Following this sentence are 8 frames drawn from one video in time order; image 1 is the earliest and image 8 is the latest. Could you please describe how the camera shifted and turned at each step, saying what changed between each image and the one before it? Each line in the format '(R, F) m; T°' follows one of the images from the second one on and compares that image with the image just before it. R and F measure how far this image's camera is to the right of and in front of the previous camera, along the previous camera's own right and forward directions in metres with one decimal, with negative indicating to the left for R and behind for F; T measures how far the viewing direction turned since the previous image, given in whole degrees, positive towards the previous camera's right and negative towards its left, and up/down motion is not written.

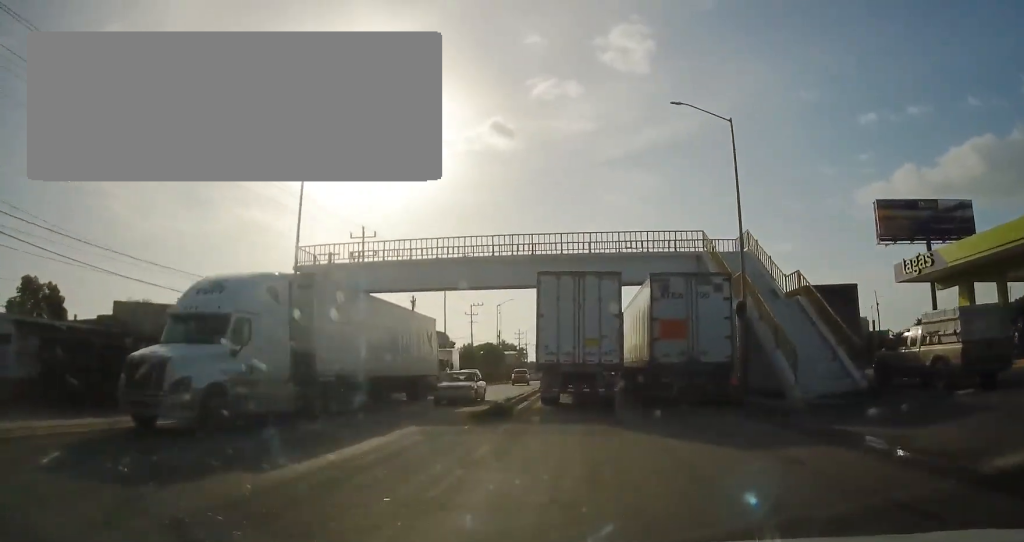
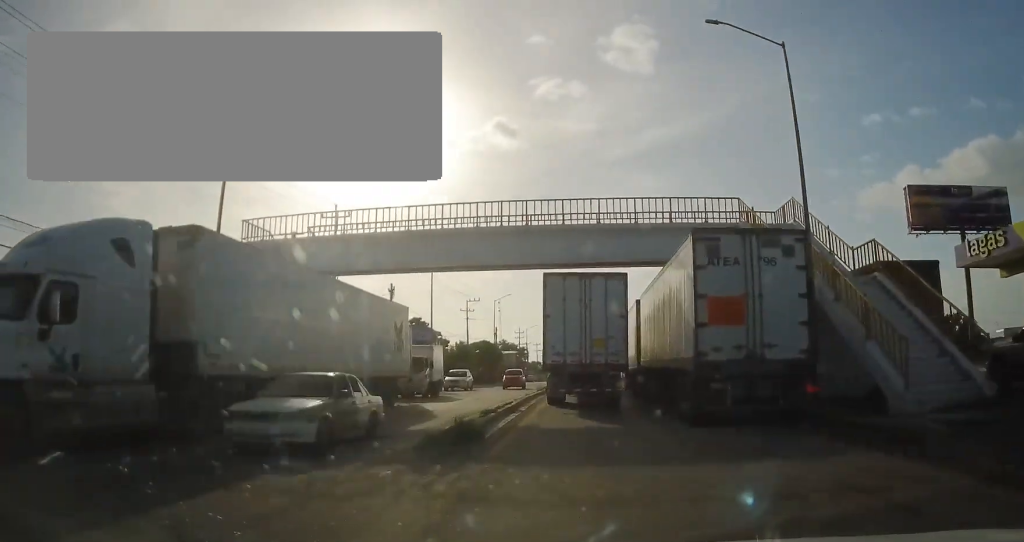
(+0.1, +6.4) m; -1°
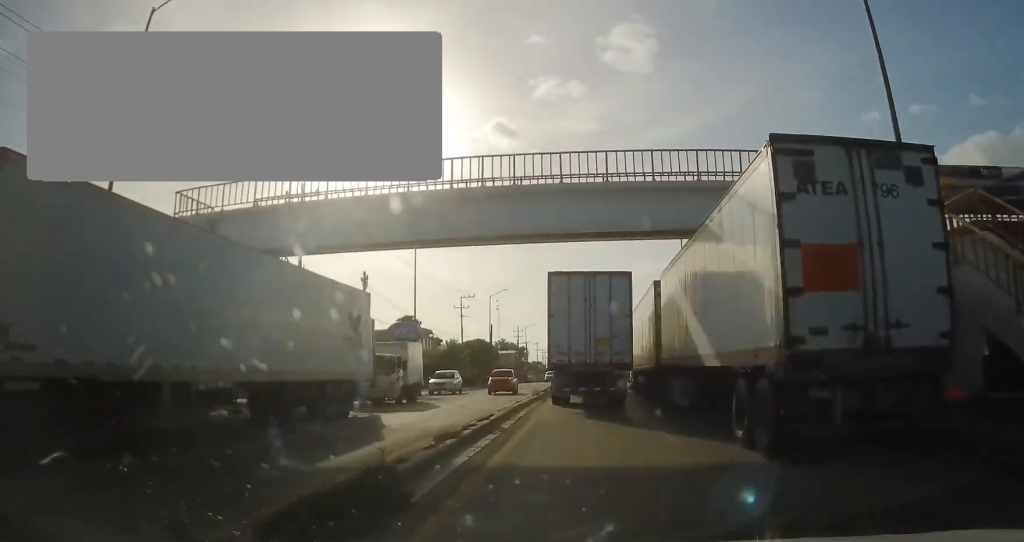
(-0.2, +5.5) m; +1°
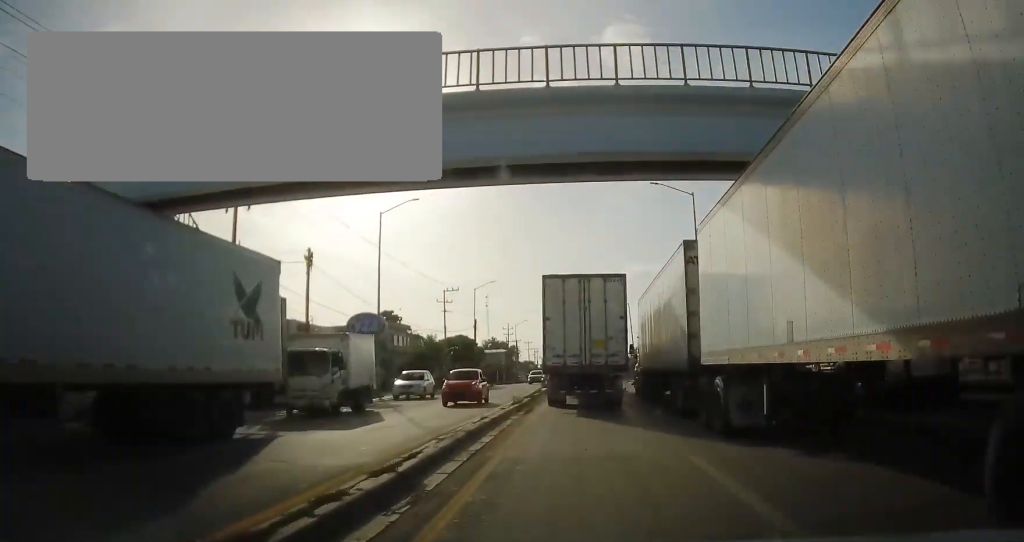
(0.0, +6.9) m; +2°
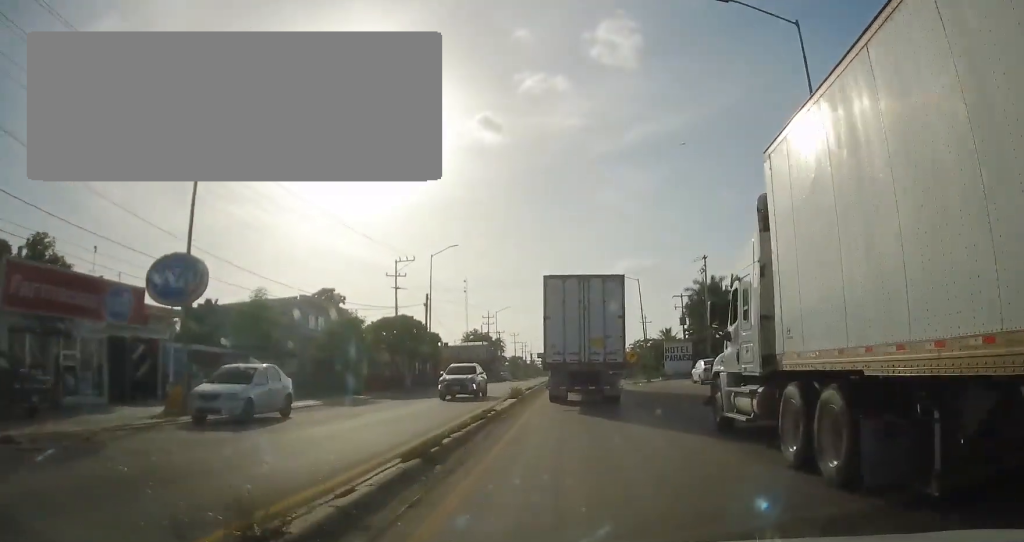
(+0.9, +19.0) m; 0°
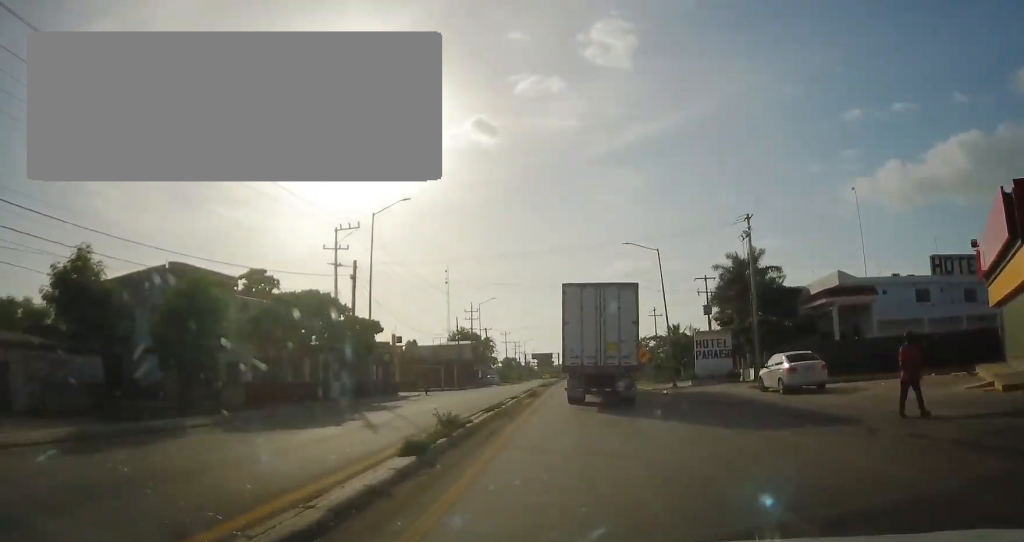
(-0.5, +15.1) m; -2°
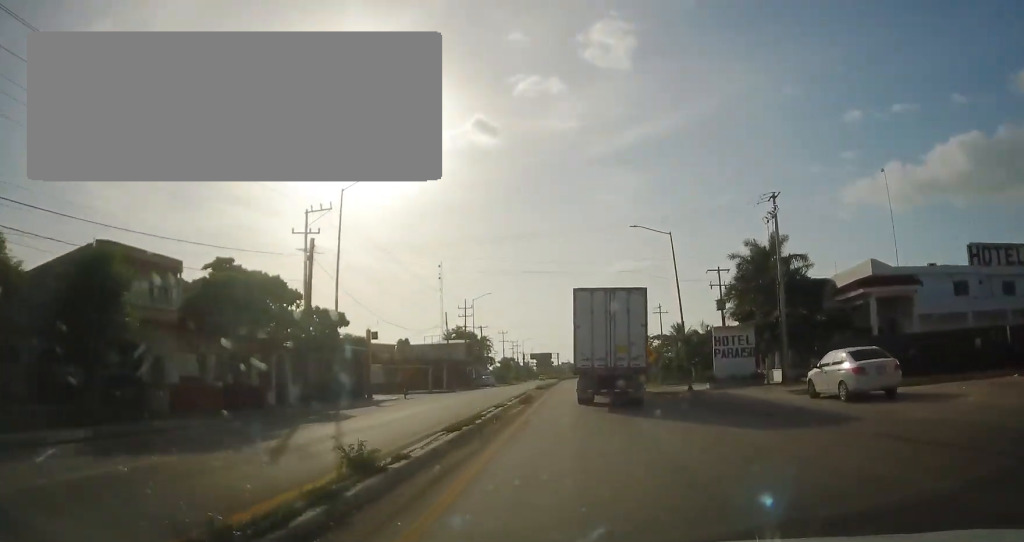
(0.0, +5.6) m; +1°
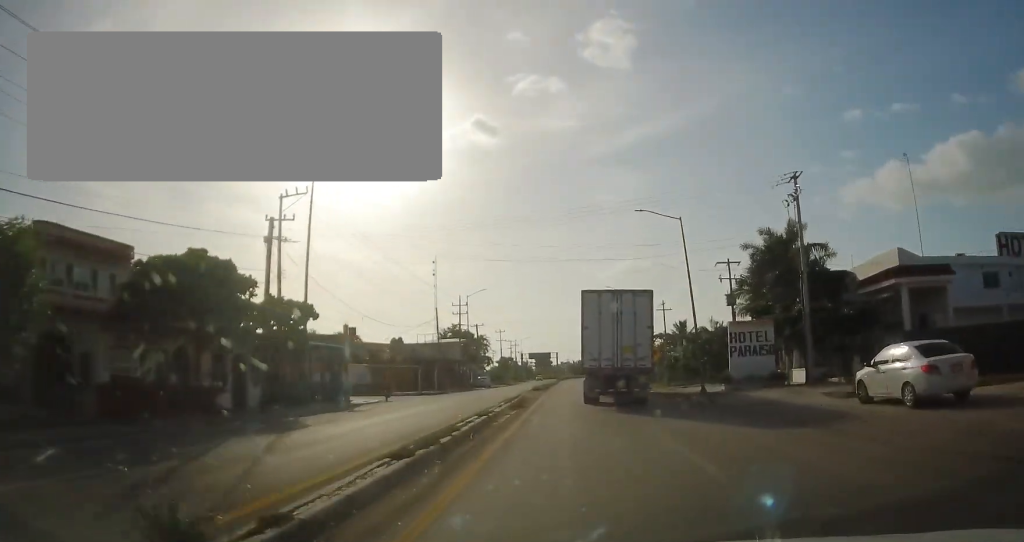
(0.0, +3.9) m; +1°
